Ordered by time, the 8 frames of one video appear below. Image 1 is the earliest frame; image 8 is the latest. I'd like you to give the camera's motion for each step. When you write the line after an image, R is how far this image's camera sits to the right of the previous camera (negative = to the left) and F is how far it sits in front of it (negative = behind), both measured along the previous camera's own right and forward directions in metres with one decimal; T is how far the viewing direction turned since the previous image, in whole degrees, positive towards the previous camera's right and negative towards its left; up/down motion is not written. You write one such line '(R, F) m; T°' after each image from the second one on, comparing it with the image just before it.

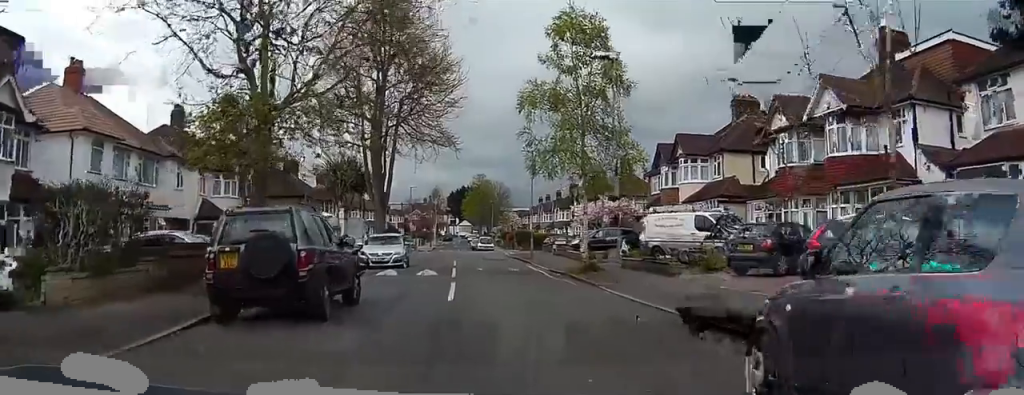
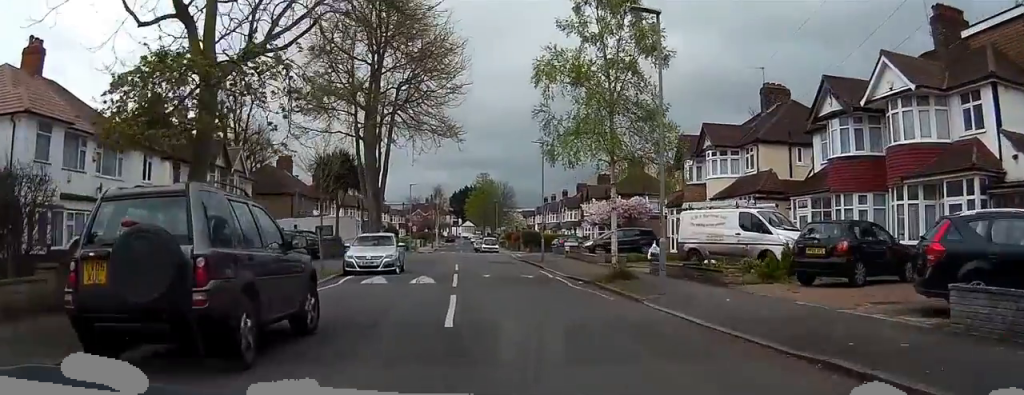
(0.0, +3.8) m; 0°
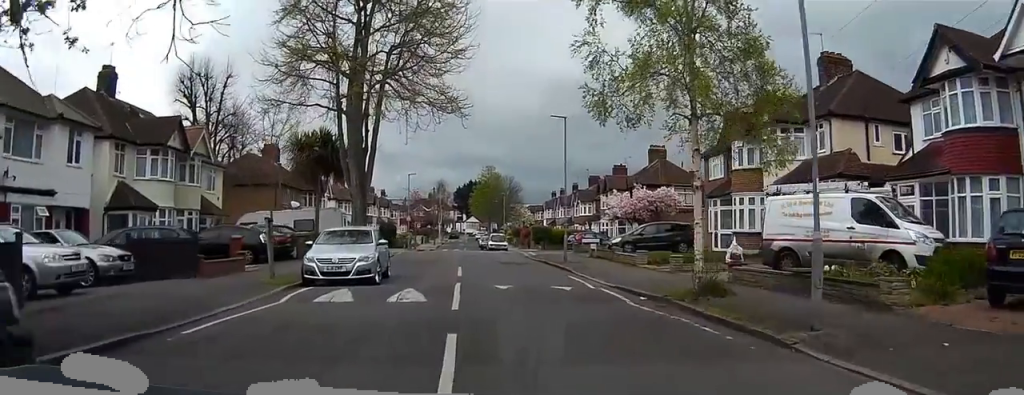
(0.0, +6.4) m; +2°
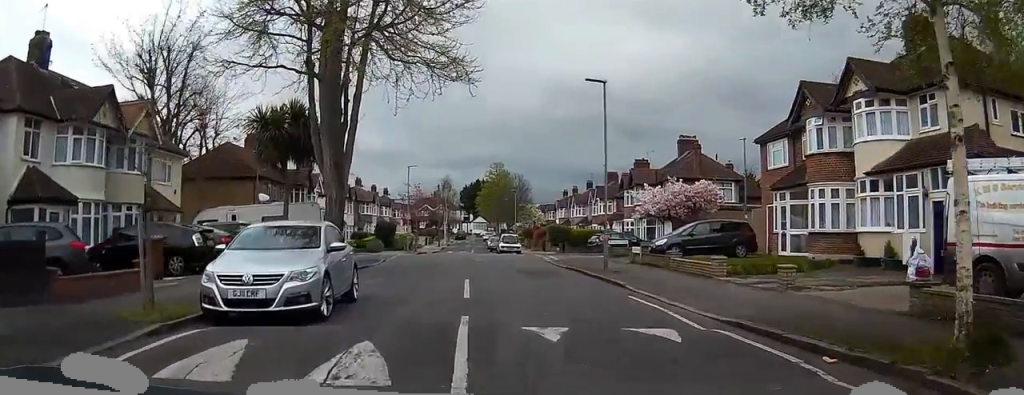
(+0.3, +7.0) m; +3°
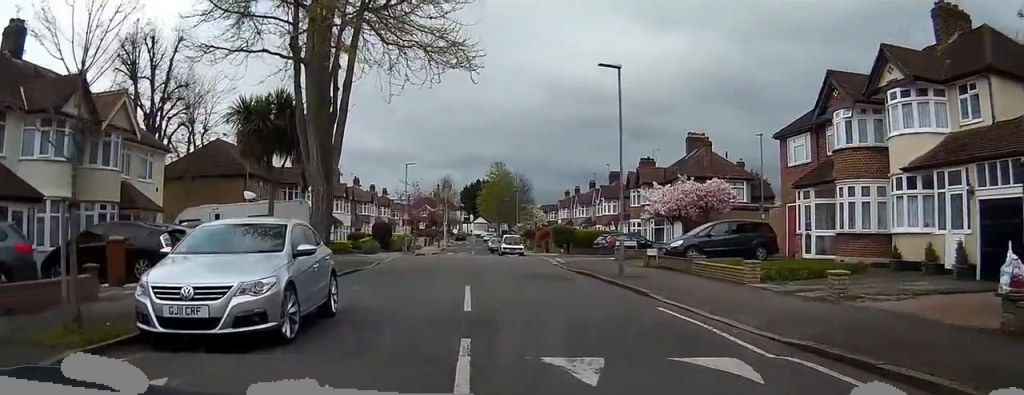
(0.0, +2.1) m; -1°
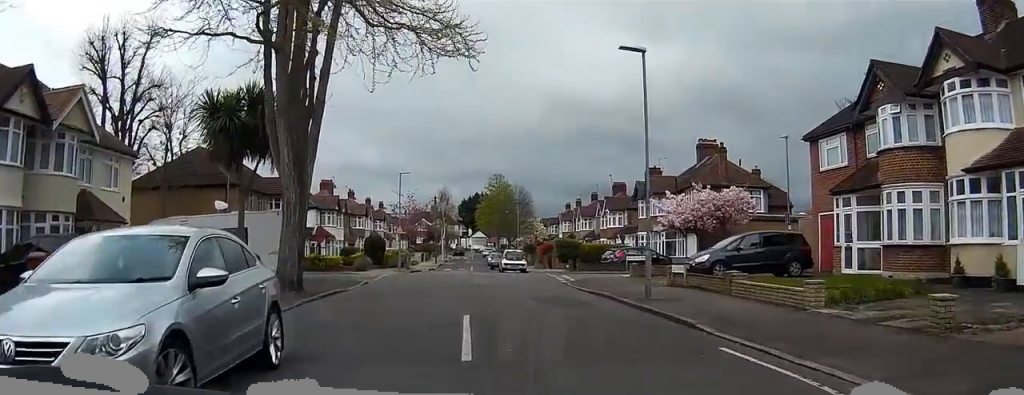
(-0.1, +3.4) m; -1°
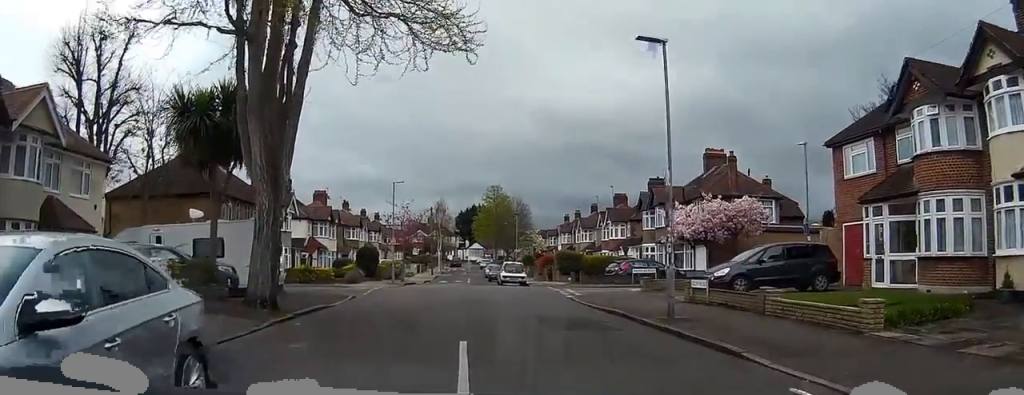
(0.0, +2.6) m; -1°
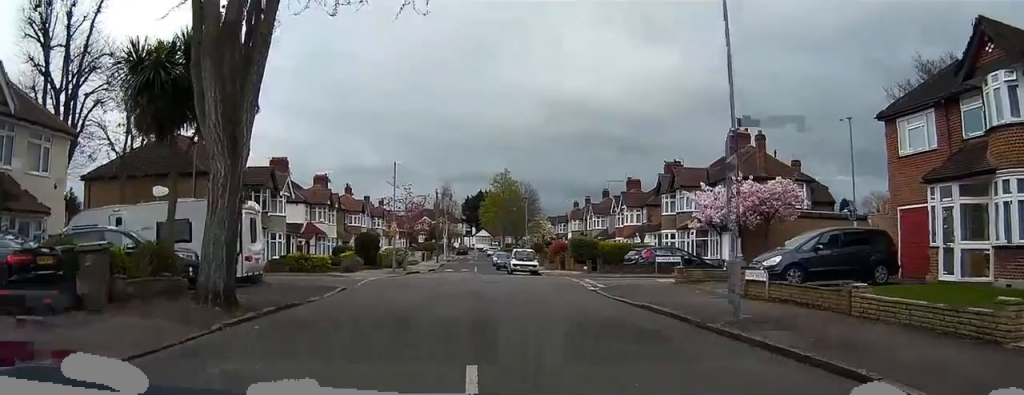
(0.0, +3.7) m; -1°
